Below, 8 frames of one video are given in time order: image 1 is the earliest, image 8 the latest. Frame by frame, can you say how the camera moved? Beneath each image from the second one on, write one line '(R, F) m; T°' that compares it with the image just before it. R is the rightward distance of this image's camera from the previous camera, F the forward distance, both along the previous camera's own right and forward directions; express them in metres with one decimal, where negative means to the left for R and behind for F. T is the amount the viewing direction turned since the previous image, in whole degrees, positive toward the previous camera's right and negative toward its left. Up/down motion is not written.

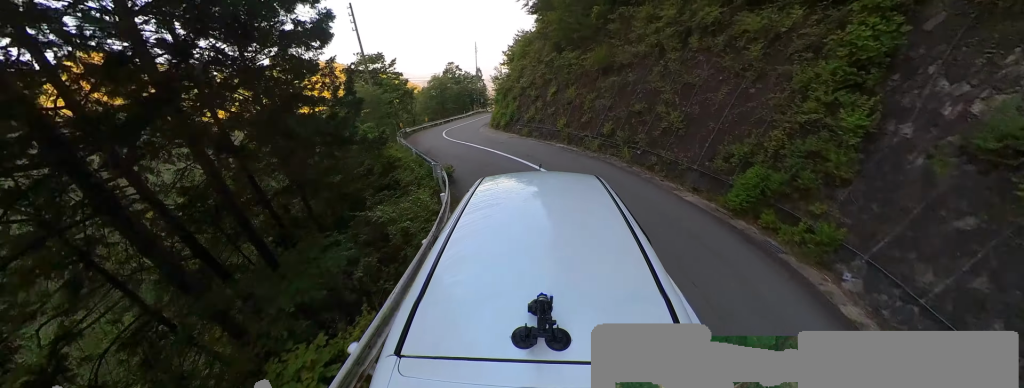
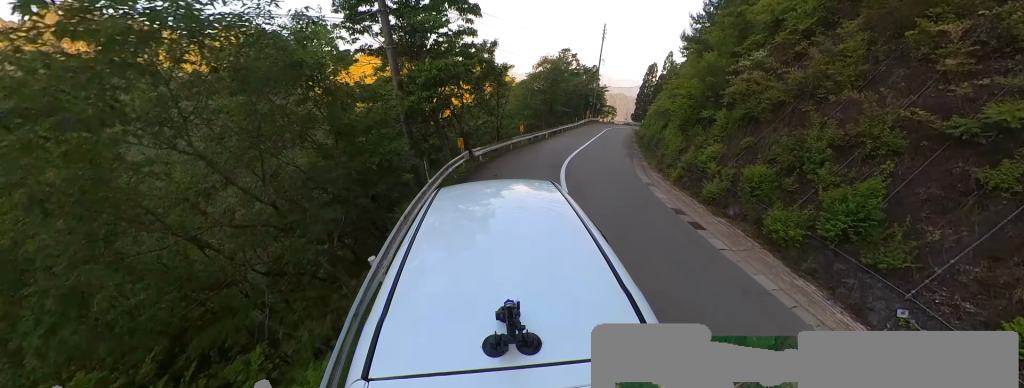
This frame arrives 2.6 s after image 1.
(-9.5, +20.5) m; -16°
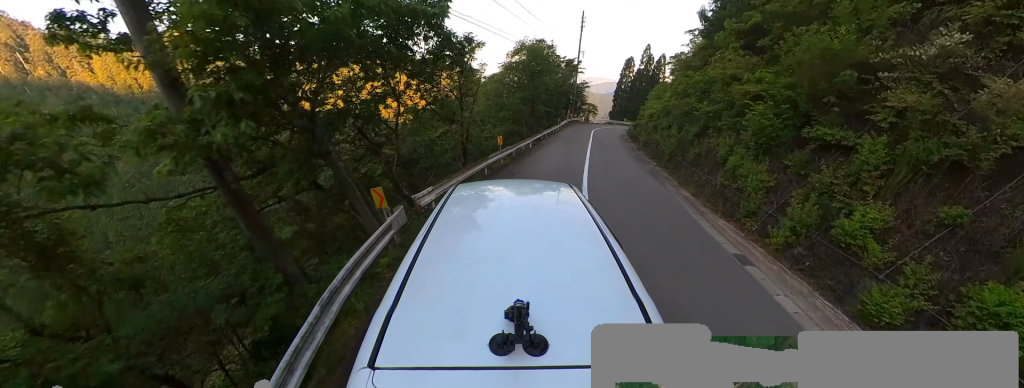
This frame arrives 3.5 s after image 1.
(+1.0, +6.2) m; +13°
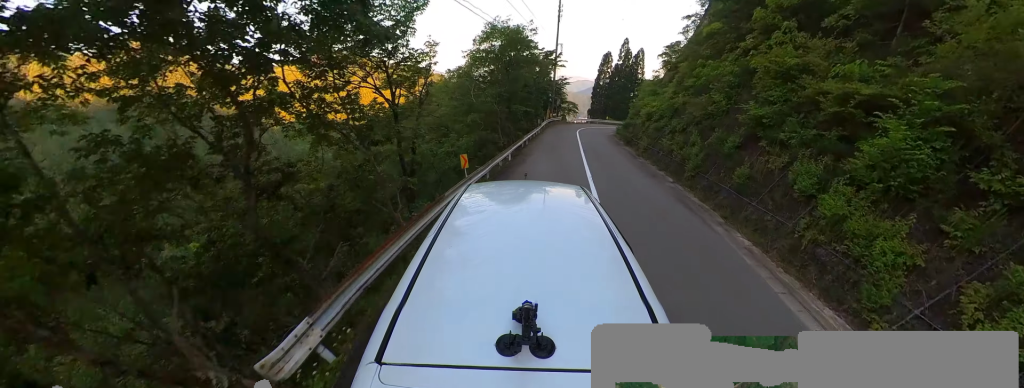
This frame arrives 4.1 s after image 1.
(+0.4, +4.3) m; +7°
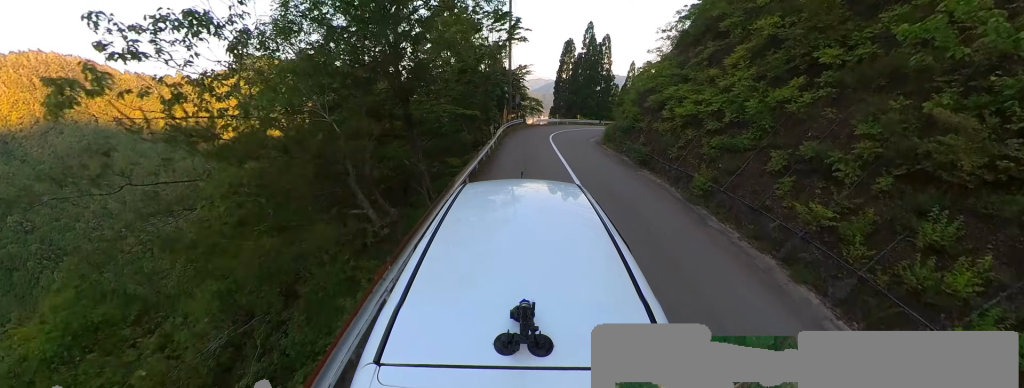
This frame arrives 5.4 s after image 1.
(+1.0, +9.9) m; +6°
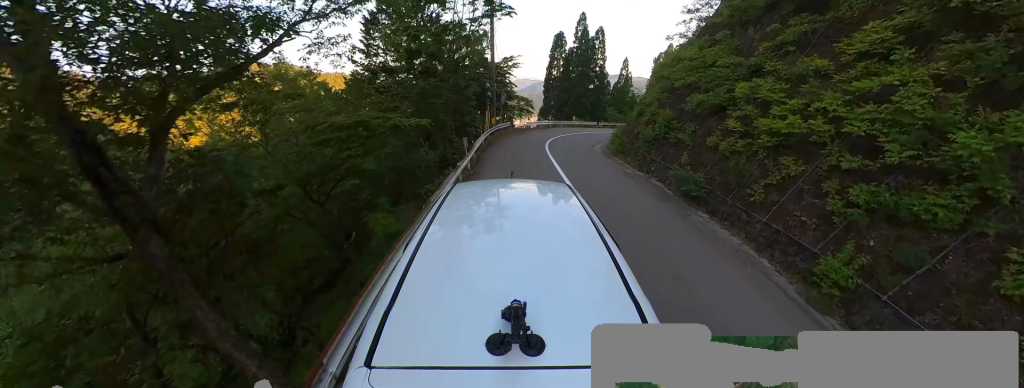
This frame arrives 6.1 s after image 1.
(-0.1, +4.9) m; +3°
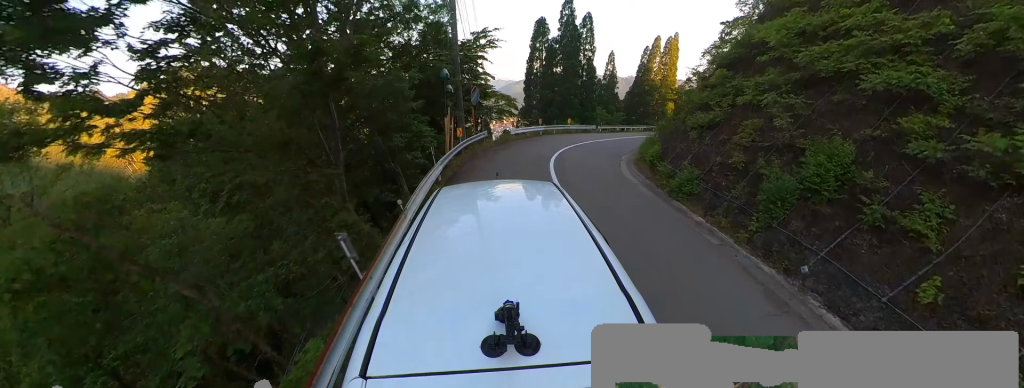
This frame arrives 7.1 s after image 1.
(+0.3, +7.6) m; +7°
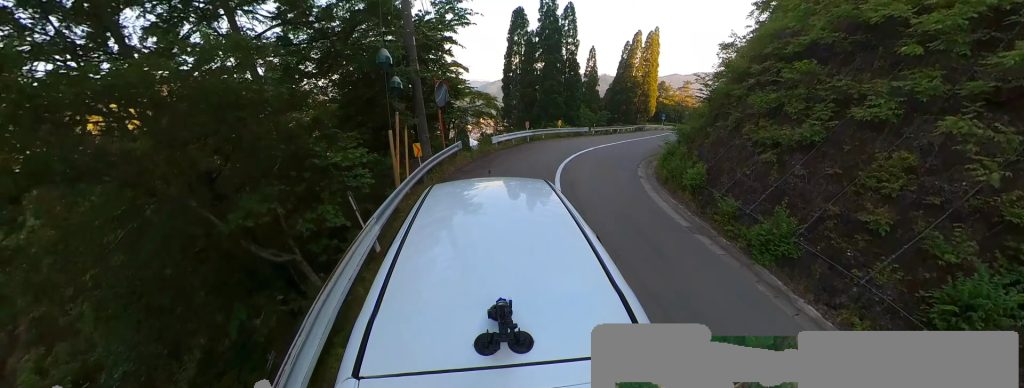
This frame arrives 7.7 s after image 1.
(+0.4, +4.5) m; +5°
